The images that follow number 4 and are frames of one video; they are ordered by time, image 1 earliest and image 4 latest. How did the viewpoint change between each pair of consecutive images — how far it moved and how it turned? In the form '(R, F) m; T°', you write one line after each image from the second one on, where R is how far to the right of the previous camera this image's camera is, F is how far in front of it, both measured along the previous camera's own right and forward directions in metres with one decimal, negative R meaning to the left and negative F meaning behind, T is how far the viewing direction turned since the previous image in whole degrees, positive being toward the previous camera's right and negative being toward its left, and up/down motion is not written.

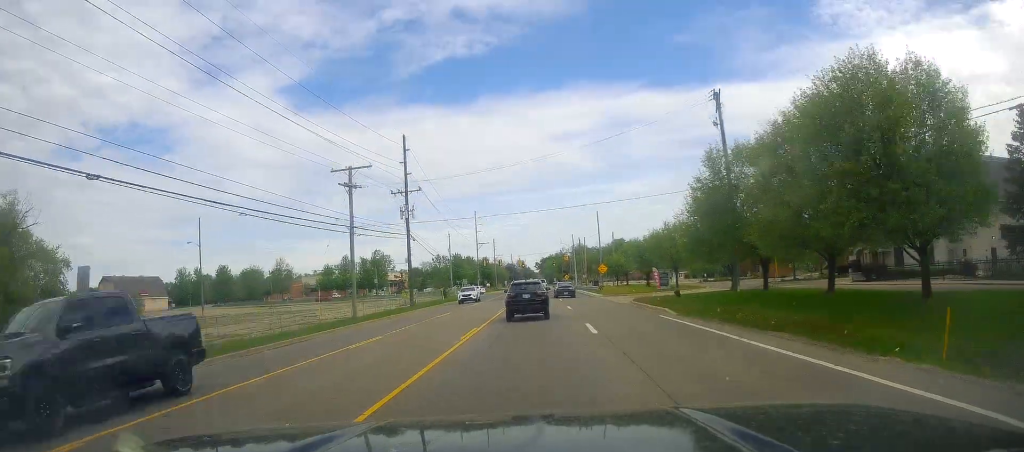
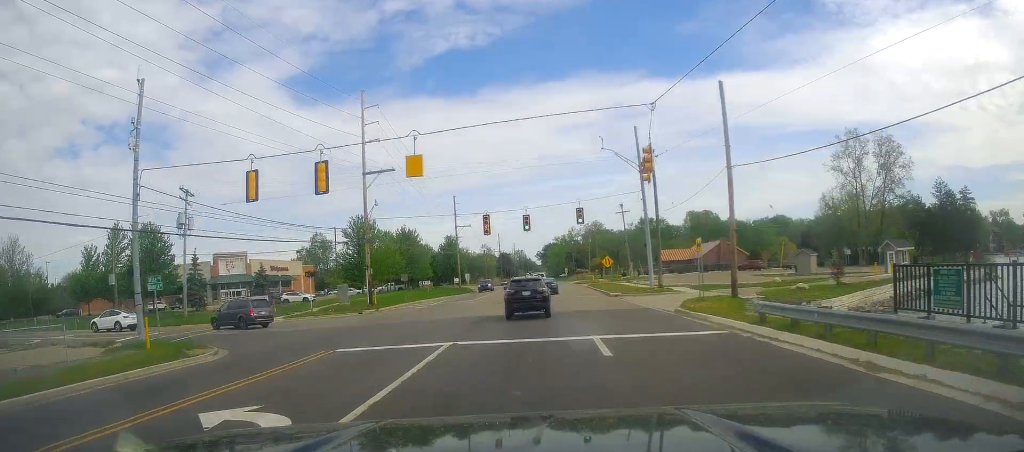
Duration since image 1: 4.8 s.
(-0.5, +94.9) m; -1°
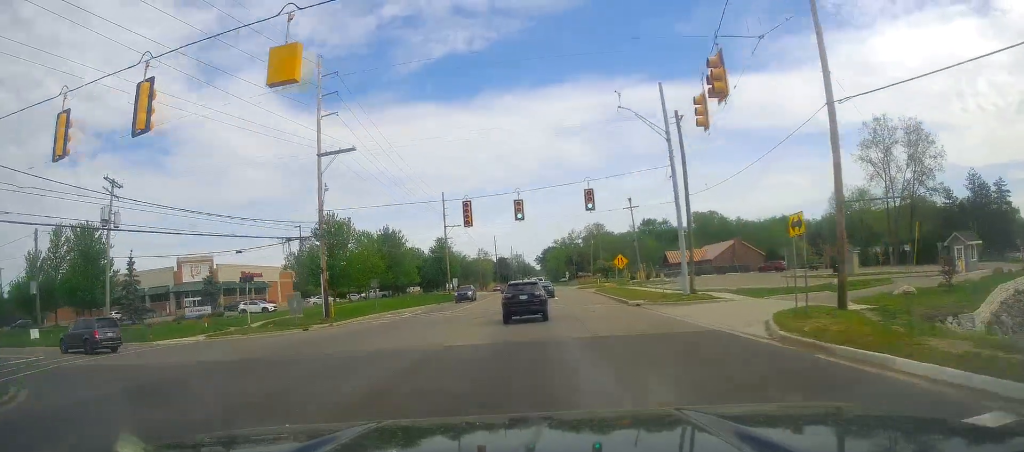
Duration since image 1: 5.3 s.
(-0.2, +11.2) m; -1°
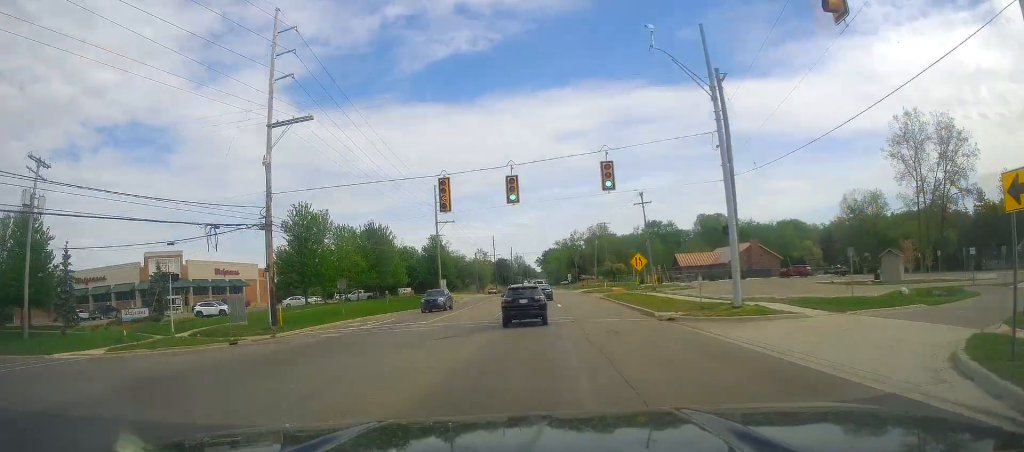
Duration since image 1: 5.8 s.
(-0.4, +9.2) m; 0°
